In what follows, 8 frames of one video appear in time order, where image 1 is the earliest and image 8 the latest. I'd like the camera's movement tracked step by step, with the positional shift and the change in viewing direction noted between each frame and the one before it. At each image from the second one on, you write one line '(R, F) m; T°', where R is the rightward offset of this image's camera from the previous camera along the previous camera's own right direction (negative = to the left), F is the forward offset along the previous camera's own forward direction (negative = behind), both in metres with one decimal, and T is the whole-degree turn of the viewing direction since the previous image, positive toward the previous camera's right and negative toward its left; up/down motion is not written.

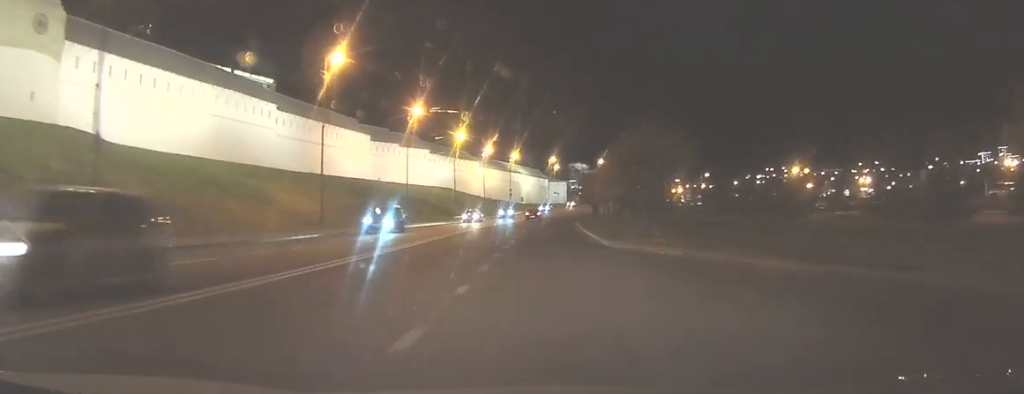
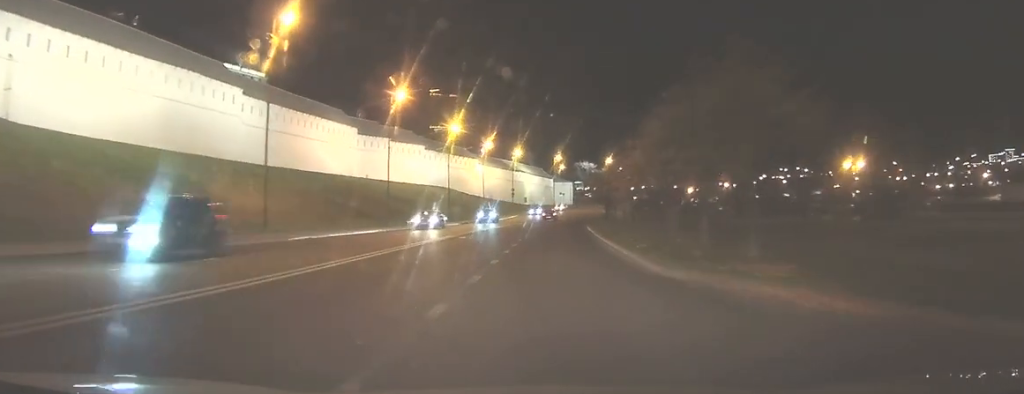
(0.0, +10.2) m; -1°
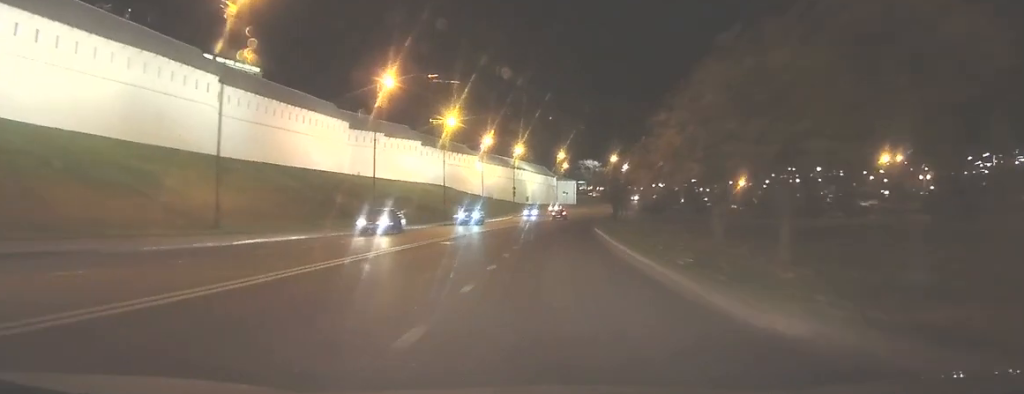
(0.0, +5.9) m; 0°
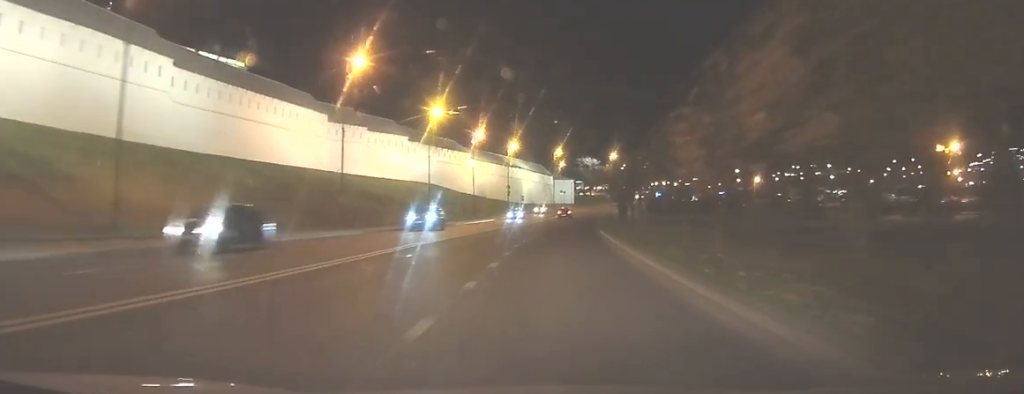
(0.0, +7.5) m; 0°
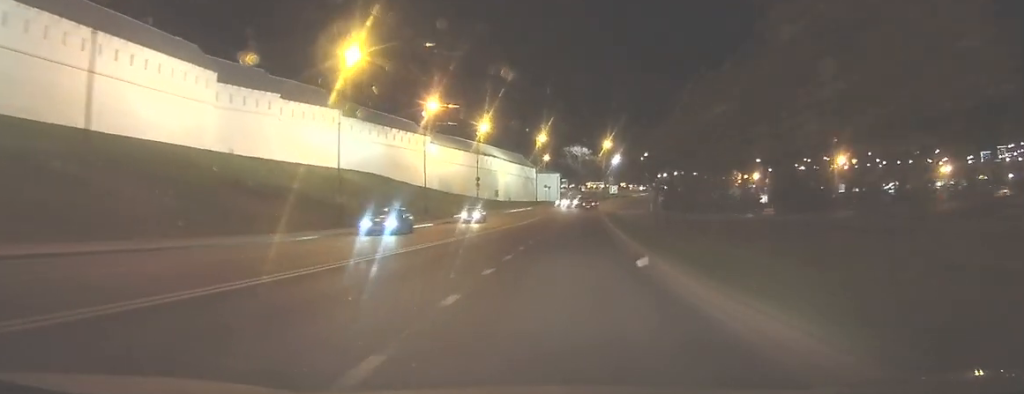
(+0.2, +25.3) m; +2°
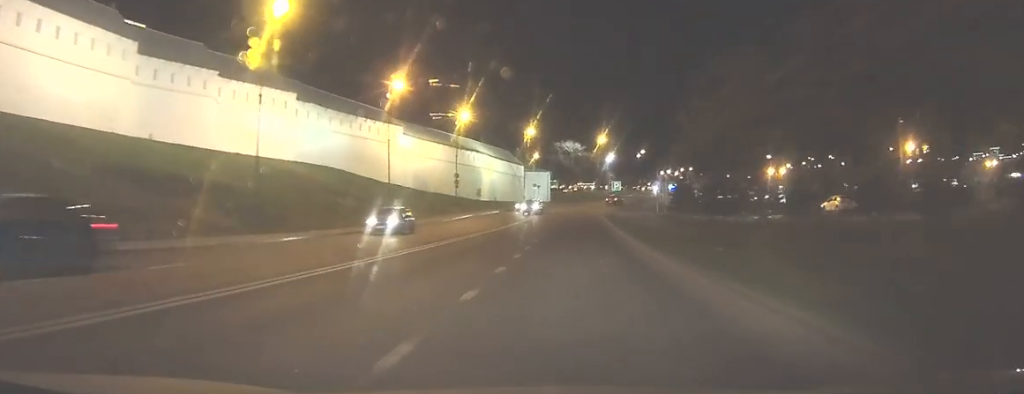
(+0.2, +11.1) m; +2°
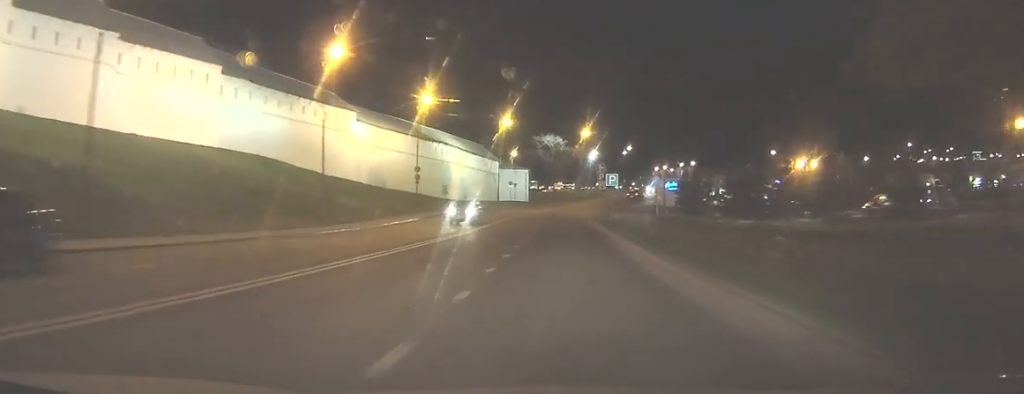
(+0.2, +11.3) m; +1°
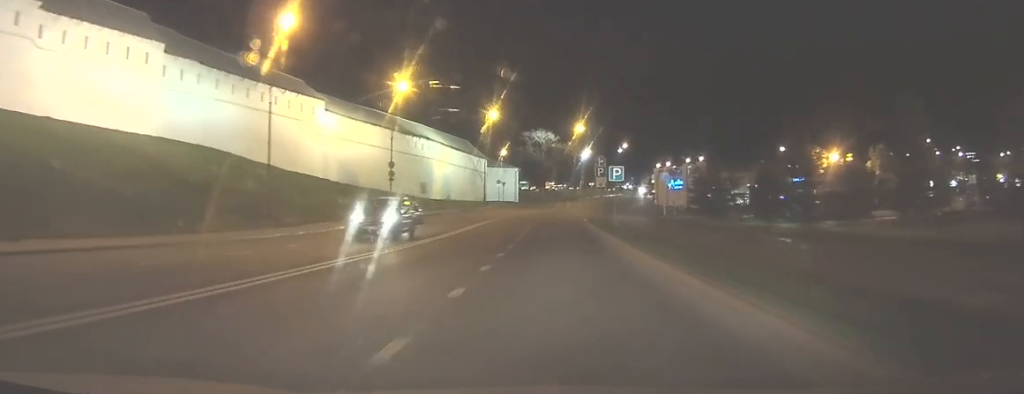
(0.0, +6.9) m; +1°
